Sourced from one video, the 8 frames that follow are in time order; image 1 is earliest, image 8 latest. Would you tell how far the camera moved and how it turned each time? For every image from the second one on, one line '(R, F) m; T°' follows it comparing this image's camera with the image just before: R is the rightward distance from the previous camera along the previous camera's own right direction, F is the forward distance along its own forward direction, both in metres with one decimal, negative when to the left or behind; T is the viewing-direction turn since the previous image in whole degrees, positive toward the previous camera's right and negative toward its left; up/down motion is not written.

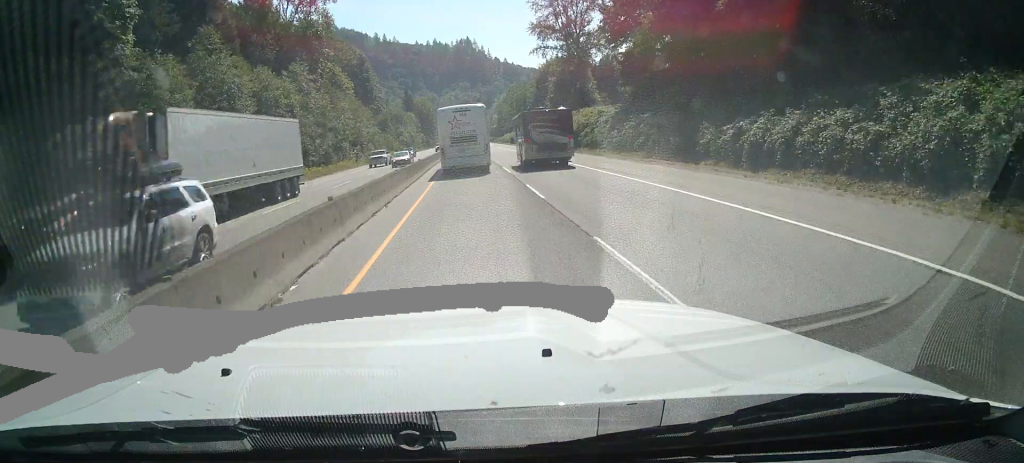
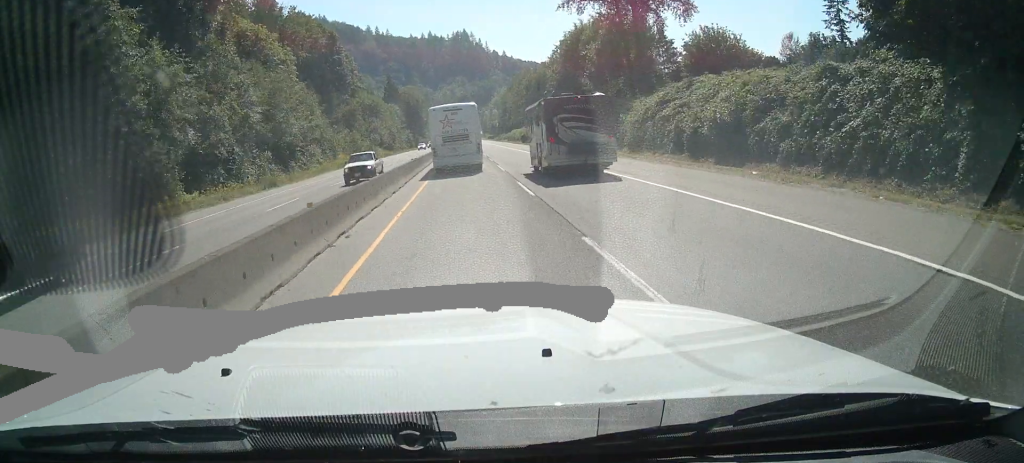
(+3.3, +48.9) m; +6°
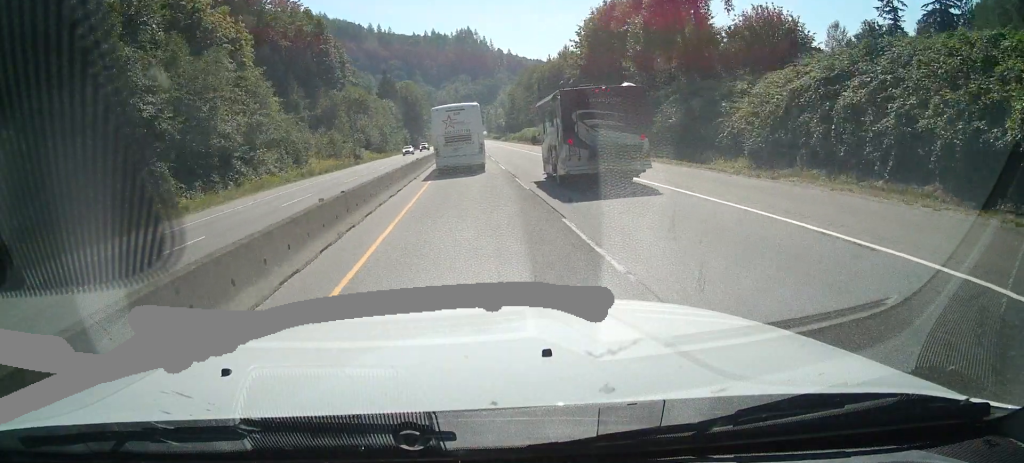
(+0.3, +24.5) m; +1°
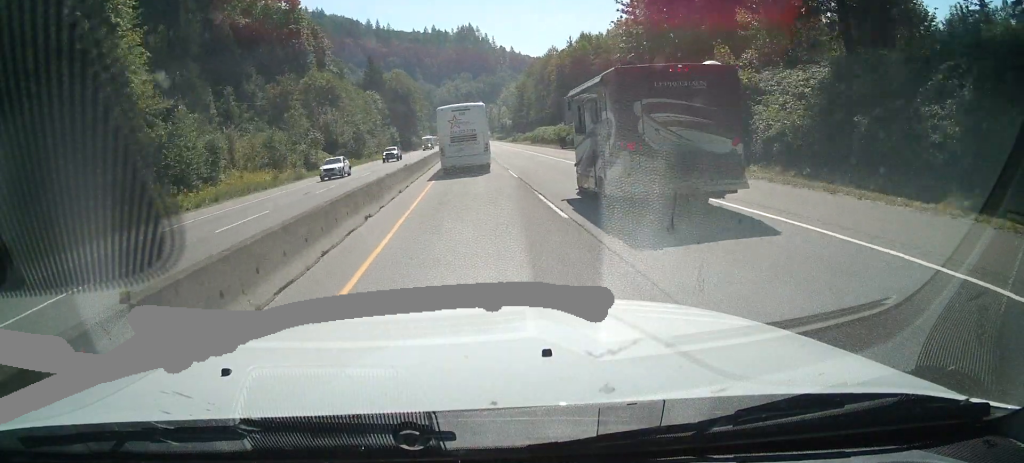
(0.0, +34.0) m; 0°
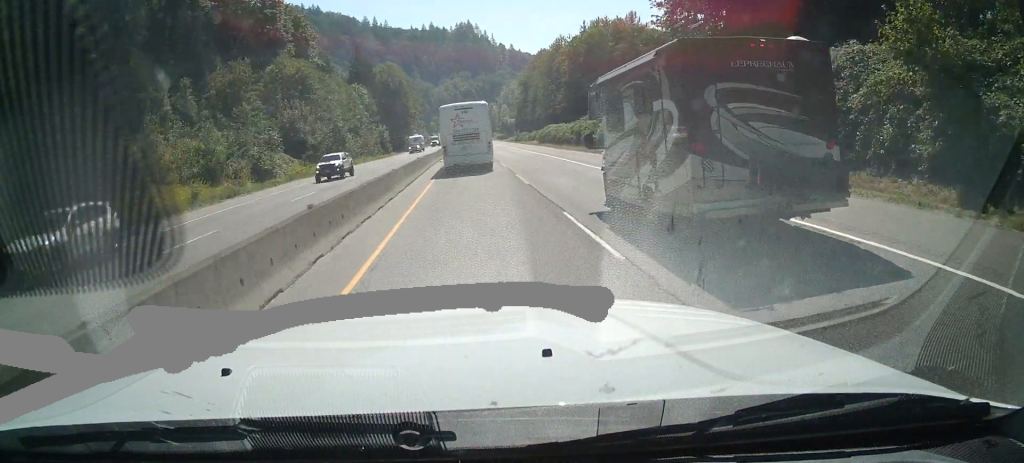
(0.0, +18.7) m; 0°
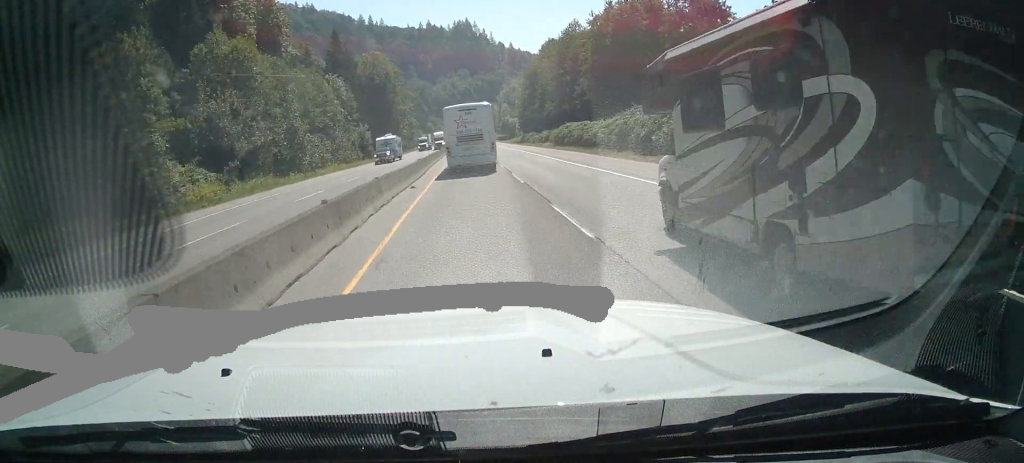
(0.0, +24.6) m; 0°
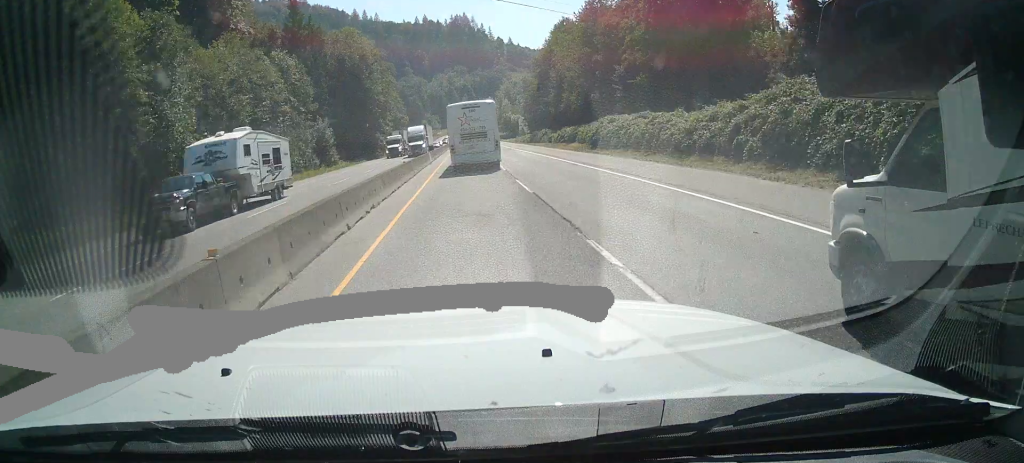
(0.0, +31.6) m; 0°
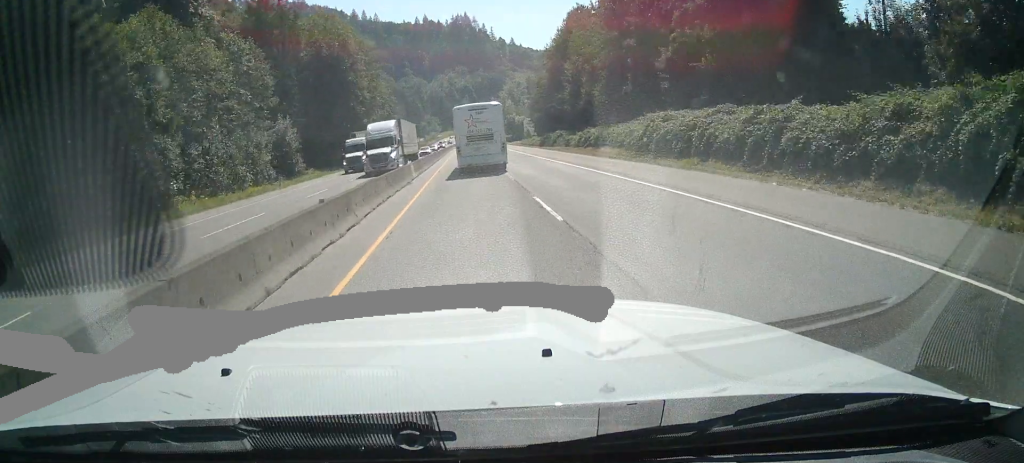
(0.0, +18.8) m; 0°
